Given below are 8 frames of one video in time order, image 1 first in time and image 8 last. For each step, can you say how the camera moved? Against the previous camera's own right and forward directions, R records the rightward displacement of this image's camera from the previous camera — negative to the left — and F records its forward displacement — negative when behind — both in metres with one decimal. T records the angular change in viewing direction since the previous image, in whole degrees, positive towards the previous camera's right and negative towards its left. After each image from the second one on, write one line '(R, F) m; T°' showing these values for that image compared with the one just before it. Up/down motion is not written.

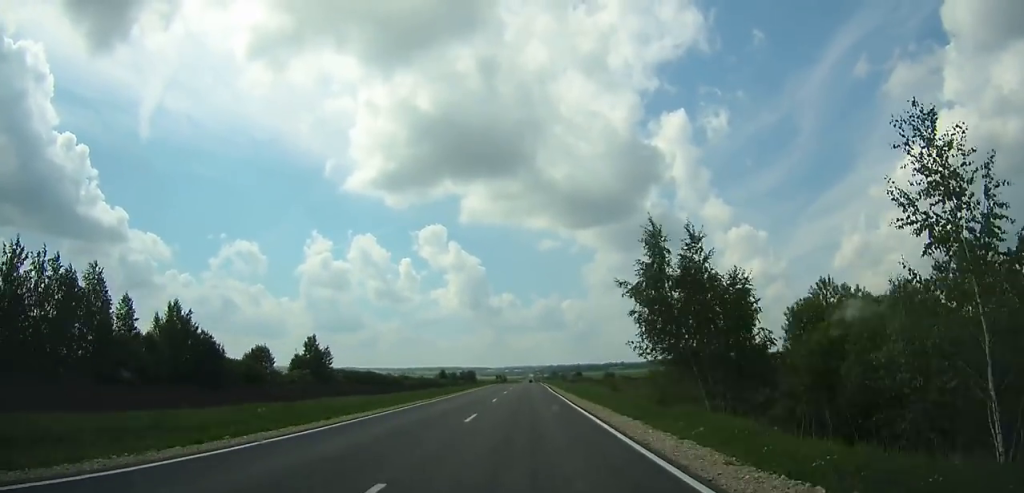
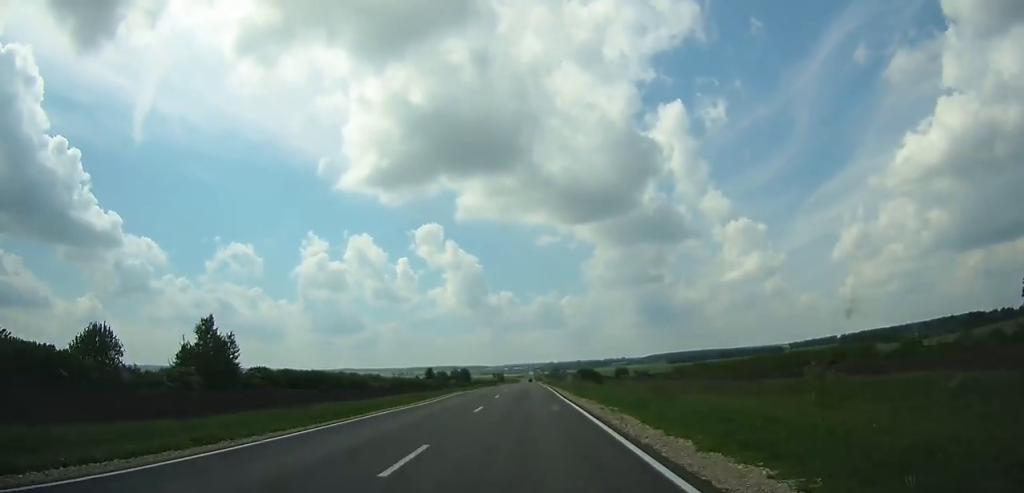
(+0.1, +44.5) m; 0°
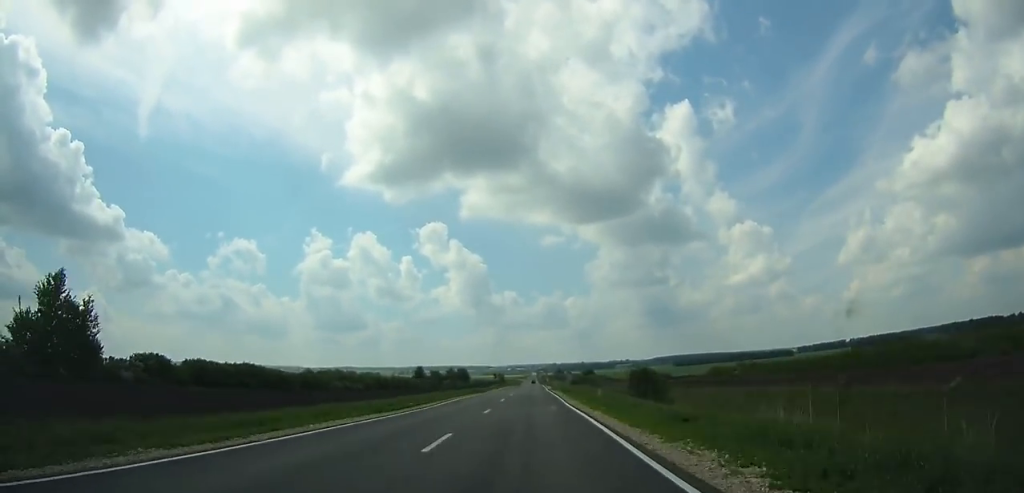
(0.0, +32.6) m; 0°
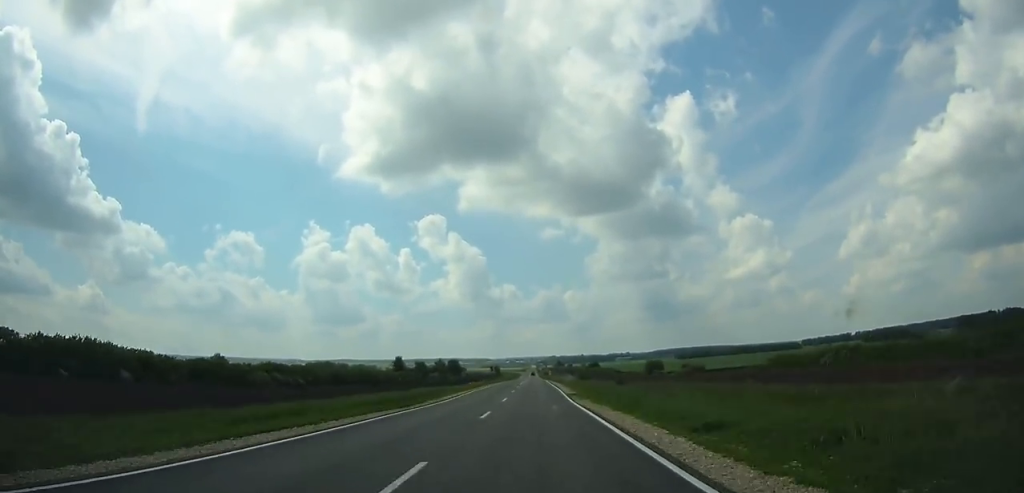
(0.0, +41.5) m; 0°
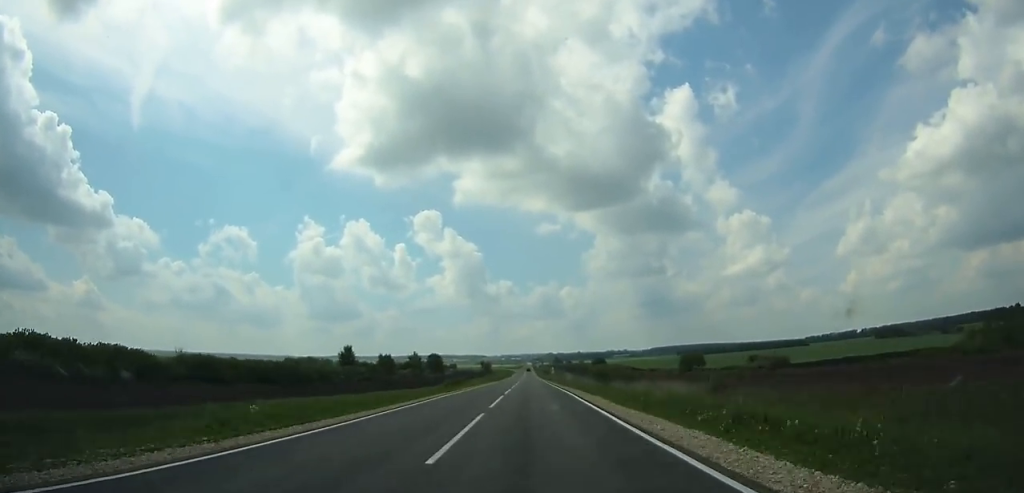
(0.0, +57.7) m; 0°
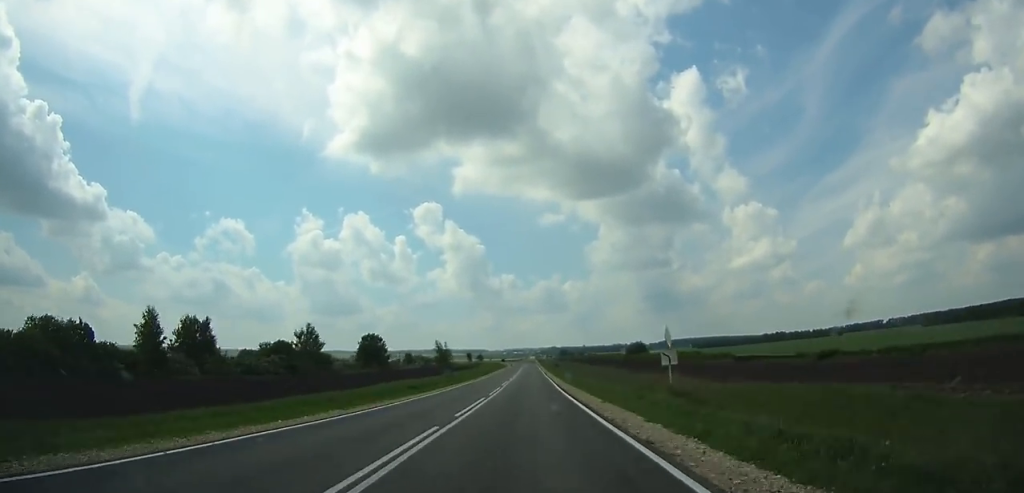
(+0.4, +122.8) m; 0°
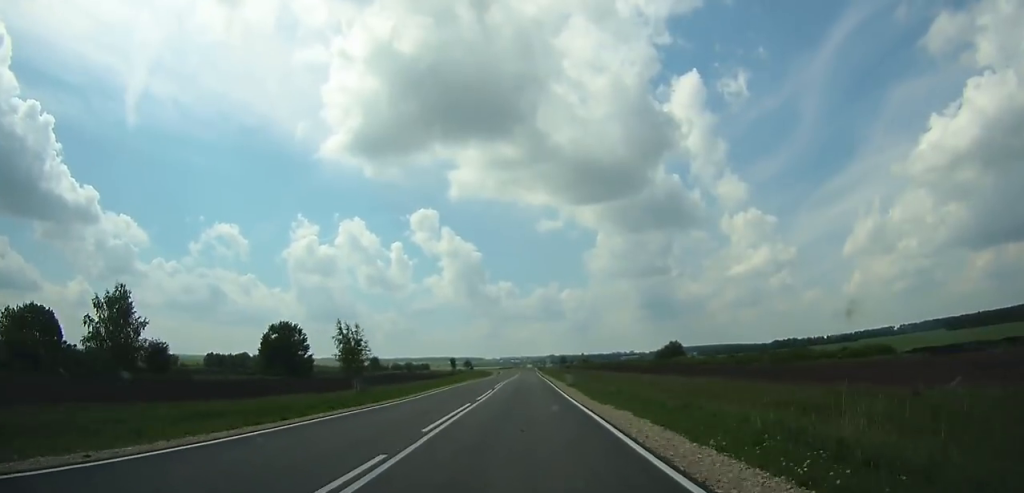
(-0.1, +64.3) m; 0°
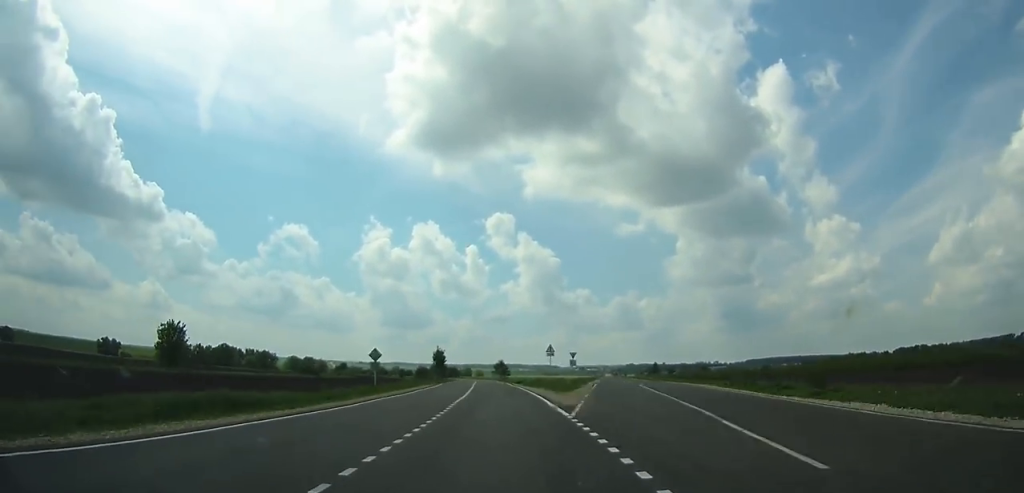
(-5.8, +175.2) m; -7°
